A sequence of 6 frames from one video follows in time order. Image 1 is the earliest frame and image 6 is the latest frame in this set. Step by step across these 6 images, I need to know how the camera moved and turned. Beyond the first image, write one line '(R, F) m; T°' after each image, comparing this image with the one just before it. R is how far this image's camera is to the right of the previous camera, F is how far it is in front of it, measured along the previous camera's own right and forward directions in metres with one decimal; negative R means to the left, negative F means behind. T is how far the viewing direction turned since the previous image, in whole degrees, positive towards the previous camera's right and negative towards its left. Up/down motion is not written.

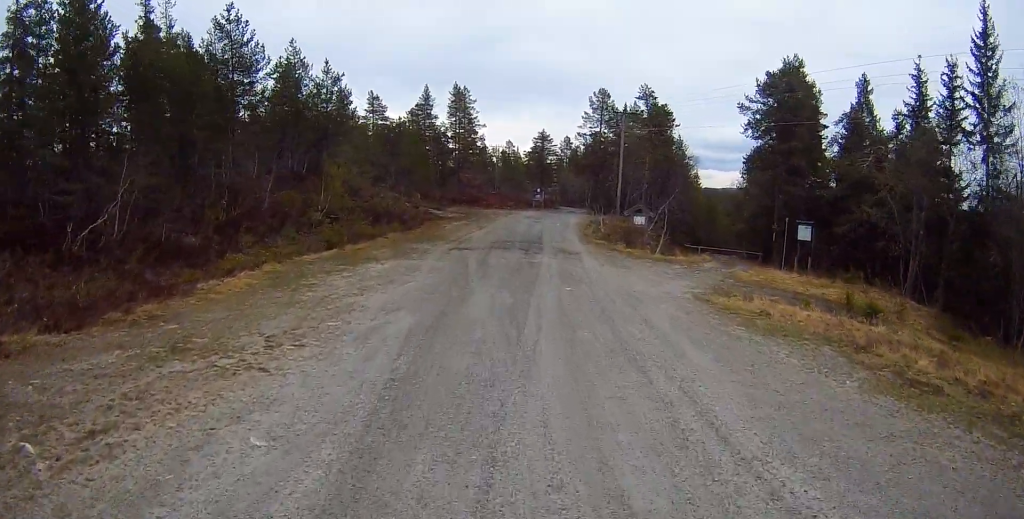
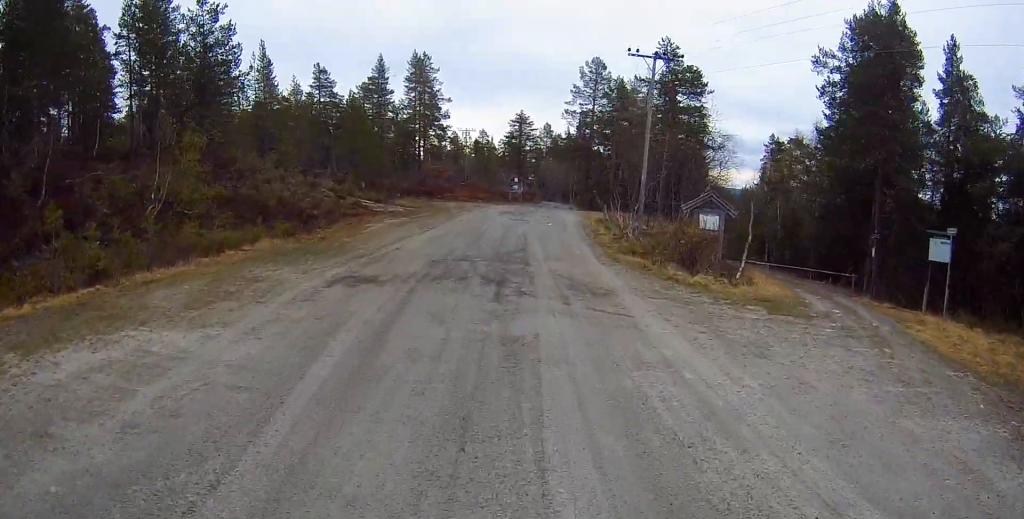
(0.0, +15.4) m; -1°
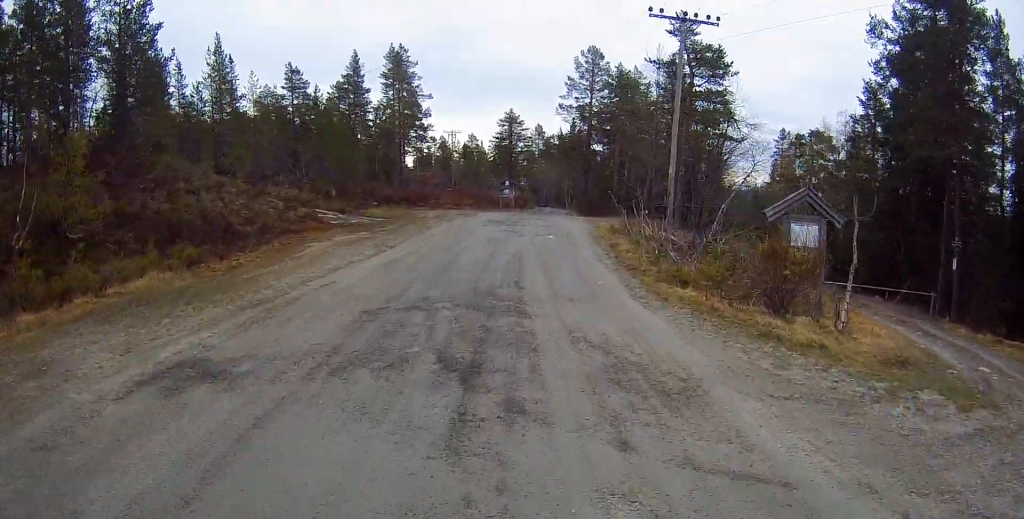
(-0.1, +6.8) m; +2°
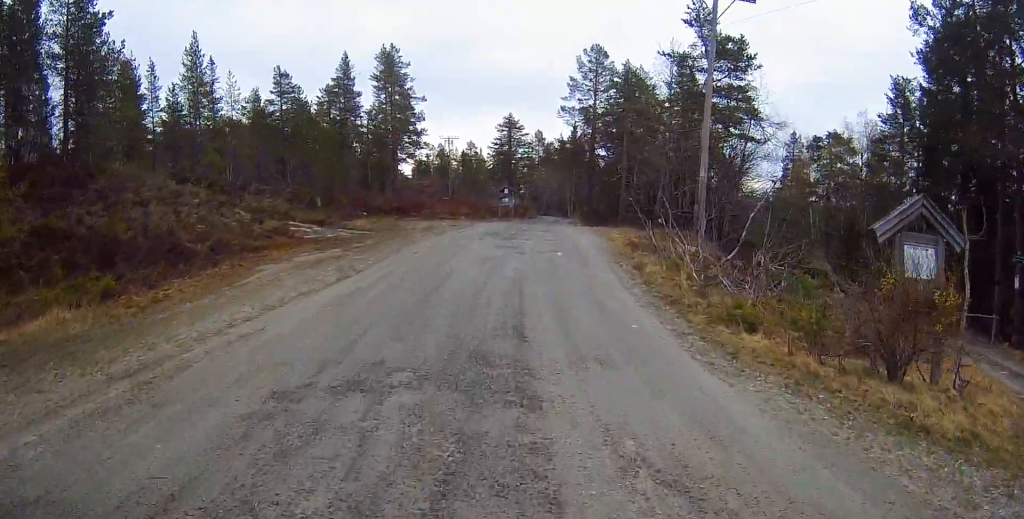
(0.0, +3.8) m; +1°
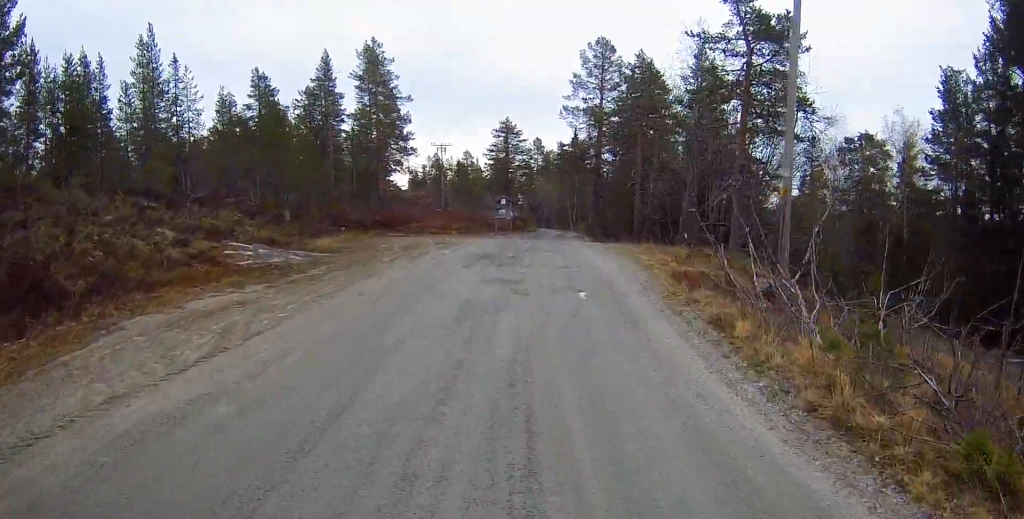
(+0.4, +6.1) m; 0°
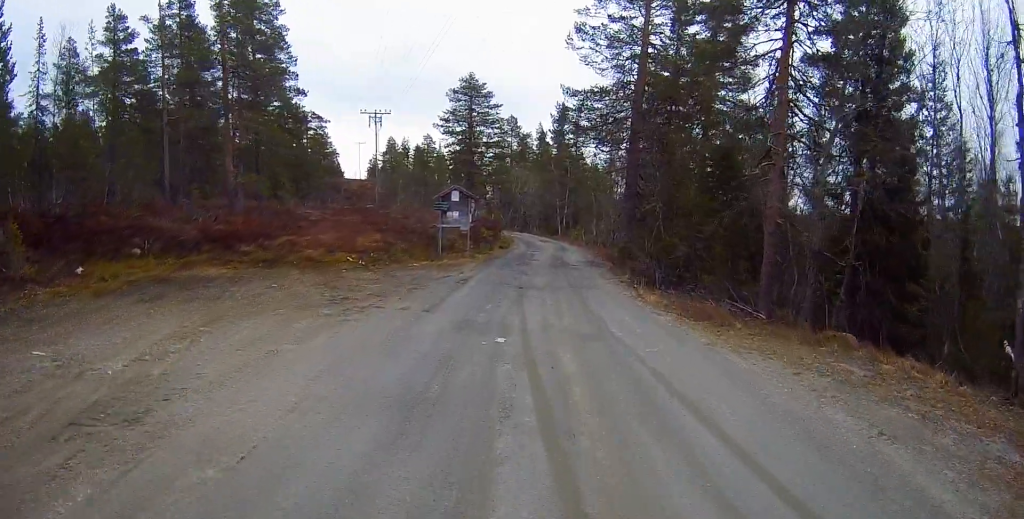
(-0.2, +24.9) m; +2°
